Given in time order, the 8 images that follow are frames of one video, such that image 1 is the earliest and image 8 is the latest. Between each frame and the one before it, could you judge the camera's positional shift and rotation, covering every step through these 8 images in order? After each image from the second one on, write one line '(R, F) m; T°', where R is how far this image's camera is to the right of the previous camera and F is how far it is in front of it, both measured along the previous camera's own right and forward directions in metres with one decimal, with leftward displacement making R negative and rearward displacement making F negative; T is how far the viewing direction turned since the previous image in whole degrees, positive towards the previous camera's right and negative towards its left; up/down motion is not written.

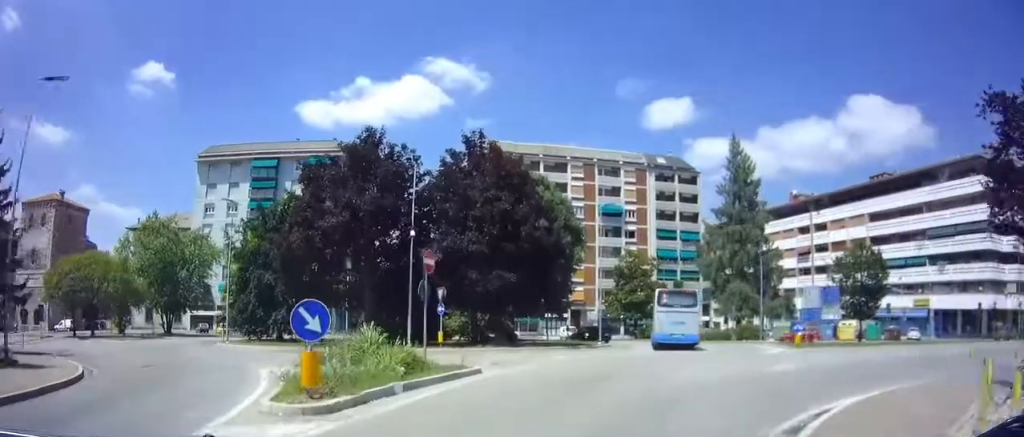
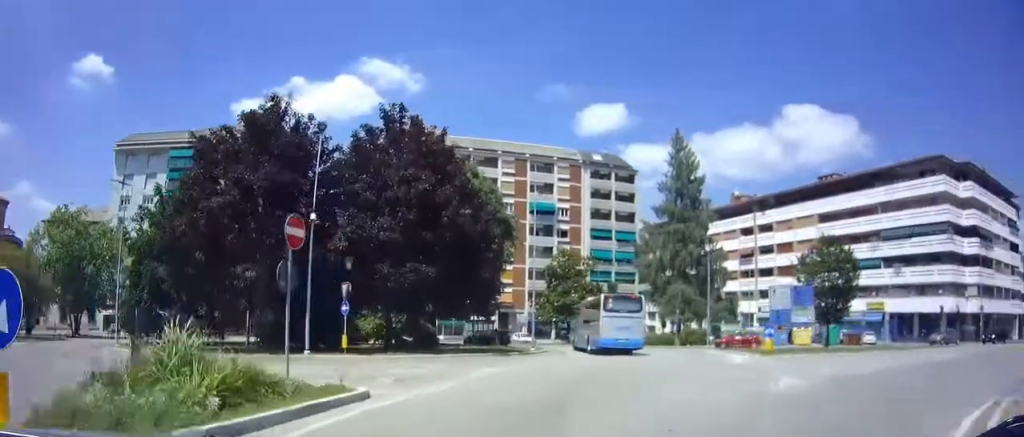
(0.0, +4.7) m; 0°
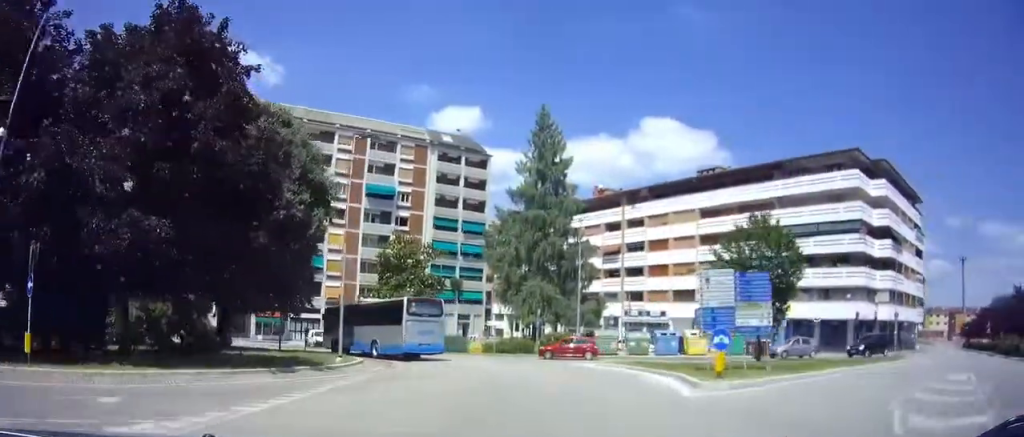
(0.0, +9.9) m; 0°
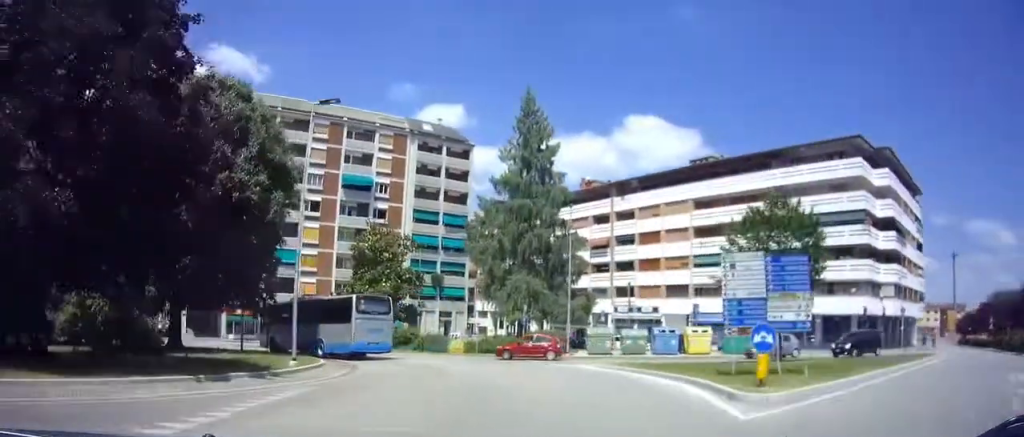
(0.0, +3.1) m; 0°
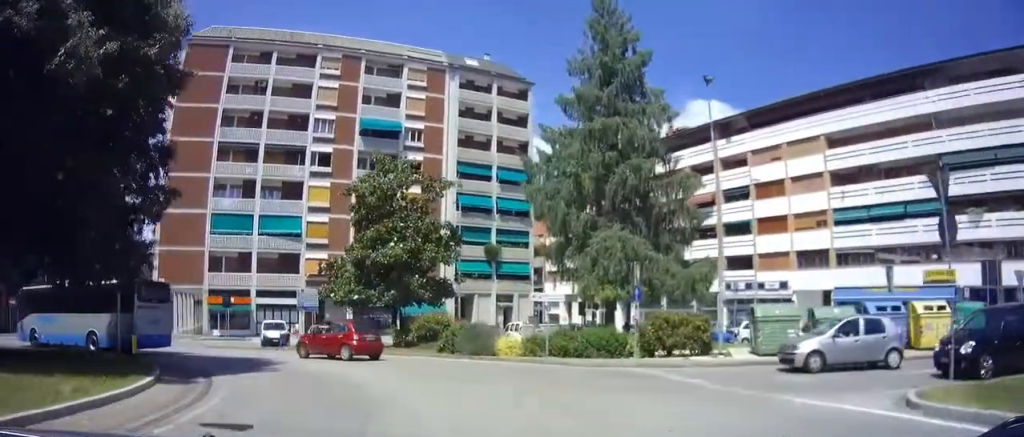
(0.0, +14.5) m; 0°
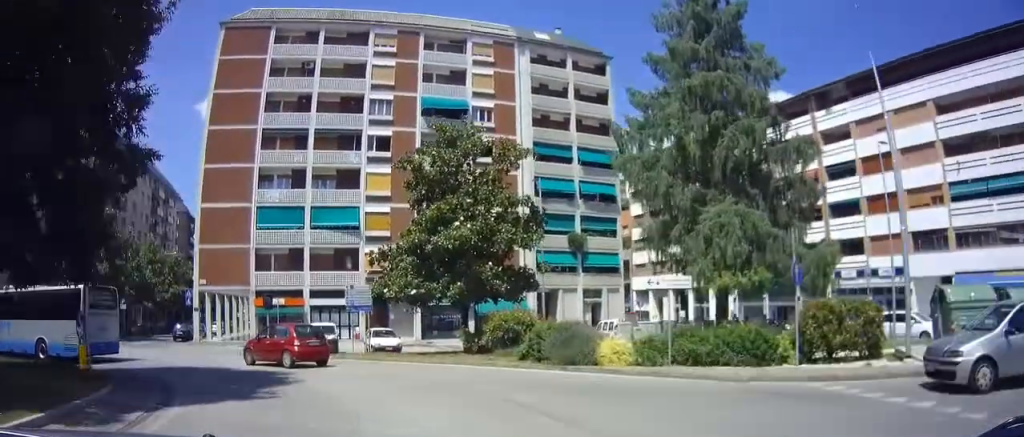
(0.0, +5.2) m; 0°
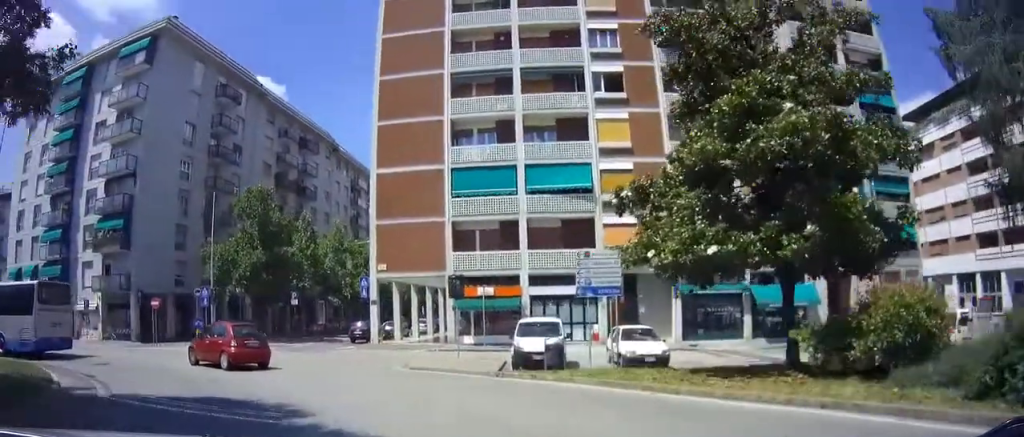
(-1.4, +9.6) m; -27°
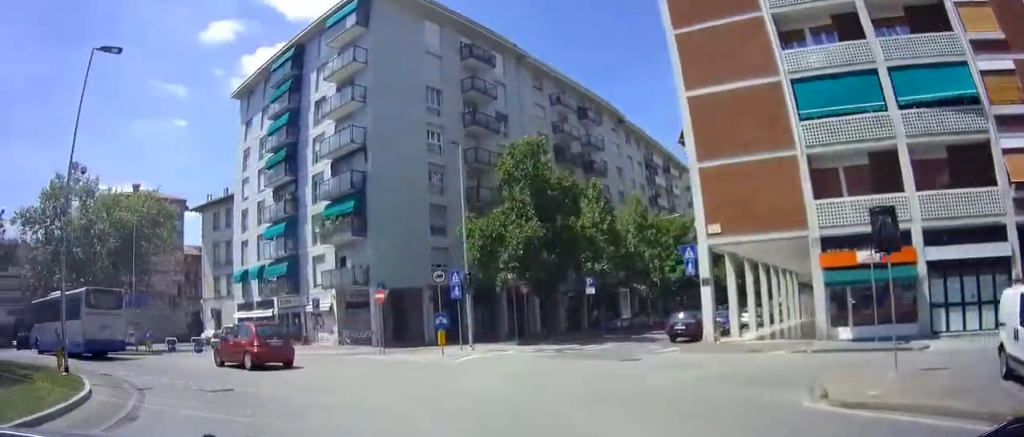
(-3.2, +8.8) m; -38°
